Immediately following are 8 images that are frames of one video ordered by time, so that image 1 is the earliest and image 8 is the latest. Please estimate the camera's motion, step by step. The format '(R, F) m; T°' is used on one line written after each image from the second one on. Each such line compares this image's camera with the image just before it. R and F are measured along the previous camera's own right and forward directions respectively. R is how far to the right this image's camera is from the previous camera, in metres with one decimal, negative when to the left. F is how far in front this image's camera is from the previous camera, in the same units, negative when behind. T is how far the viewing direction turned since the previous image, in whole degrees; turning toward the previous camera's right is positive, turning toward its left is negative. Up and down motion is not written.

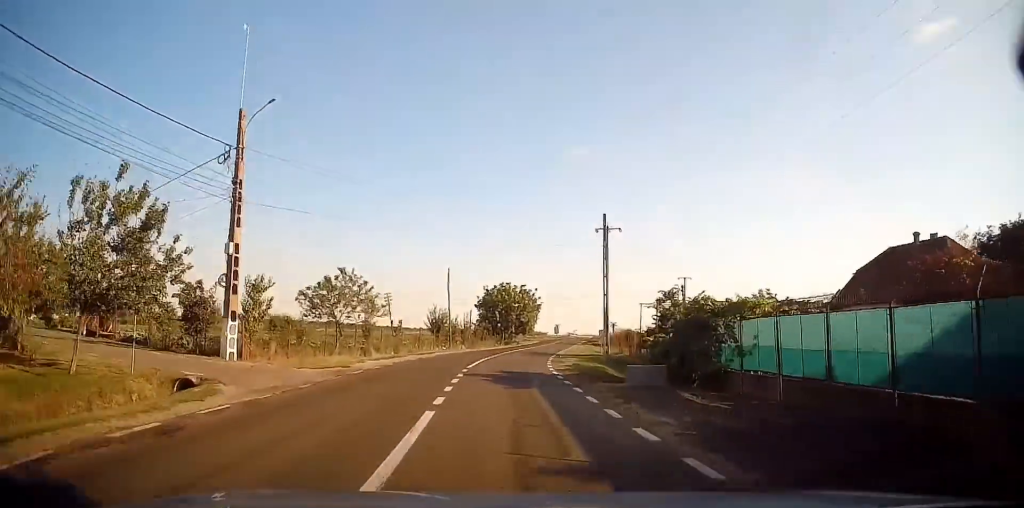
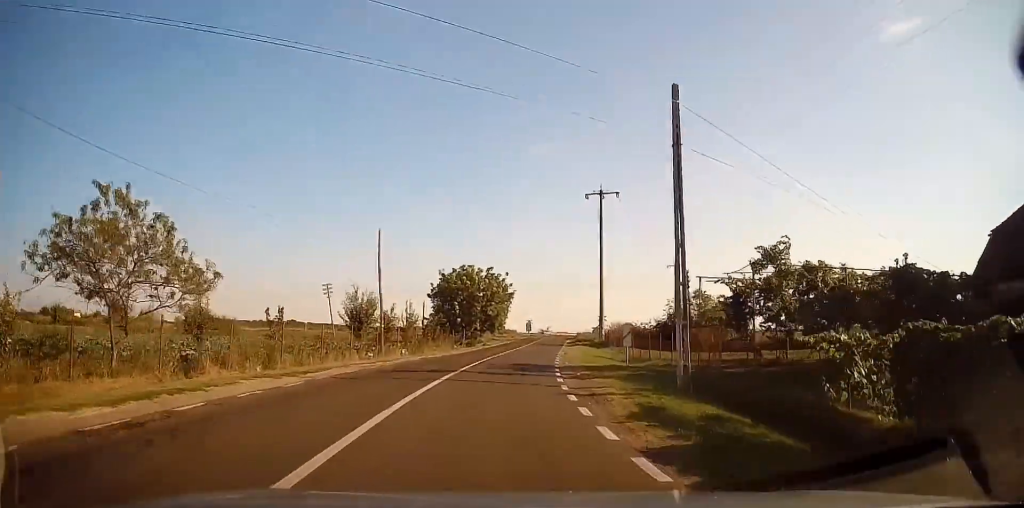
(+0.4, +16.5) m; +3°
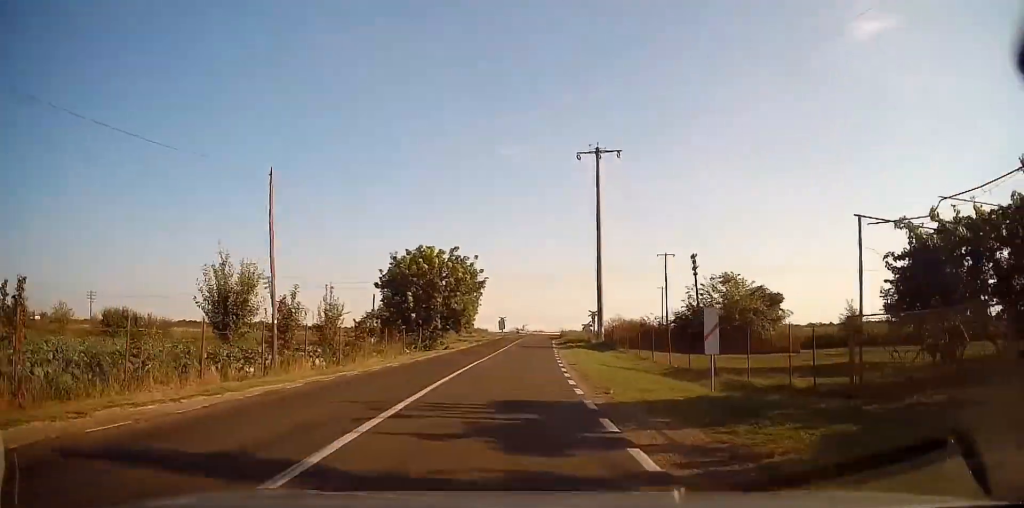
(+0.2, +11.9) m; +2°
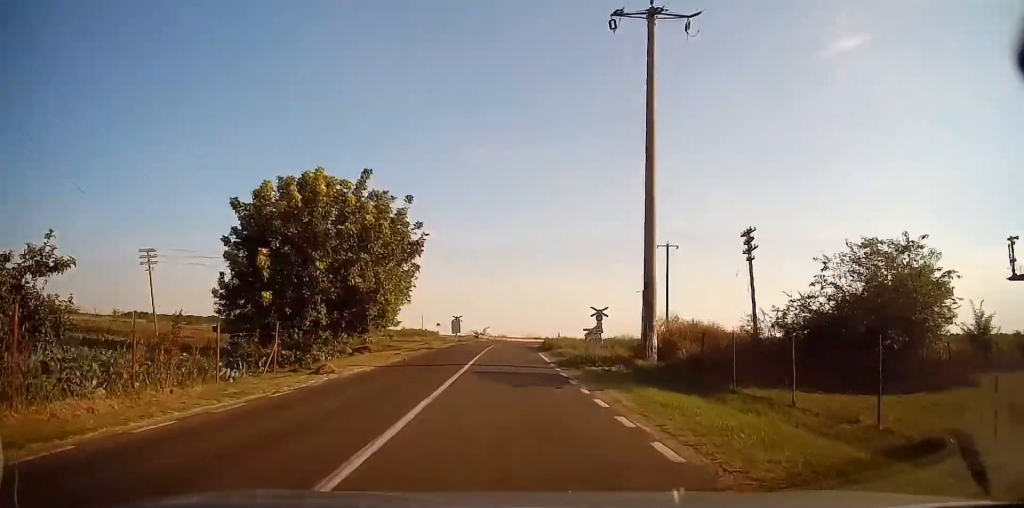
(+0.8, +19.1) m; +5°
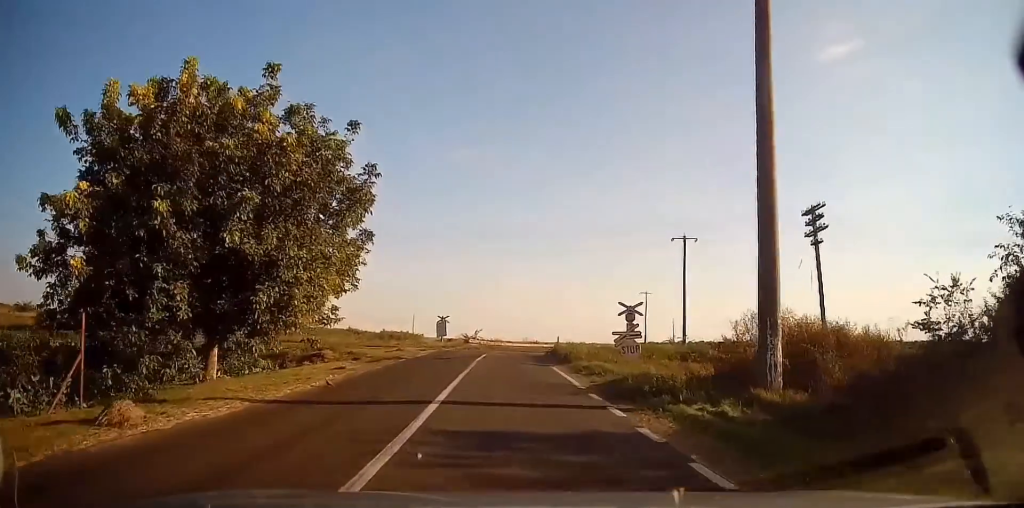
(+0.4, +8.7) m; +3°
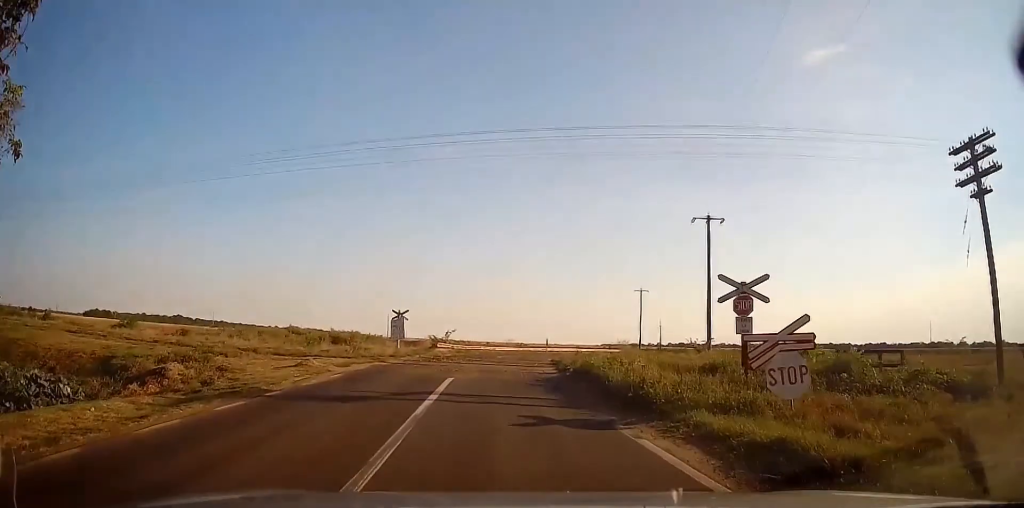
(+0.1, +12.3) m; 0°
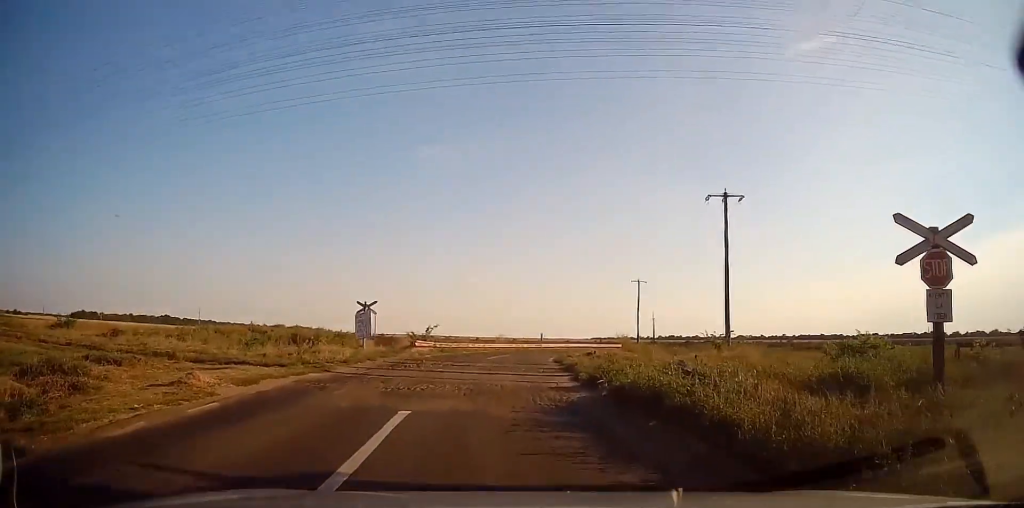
(-0.2, +6.4) m; -1°
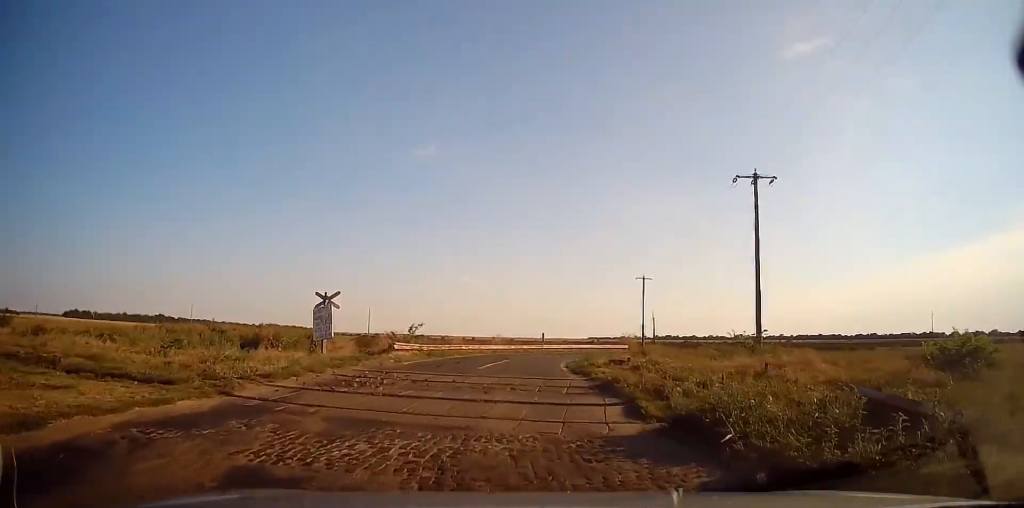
(+0.1, +6.9) m; +4°
